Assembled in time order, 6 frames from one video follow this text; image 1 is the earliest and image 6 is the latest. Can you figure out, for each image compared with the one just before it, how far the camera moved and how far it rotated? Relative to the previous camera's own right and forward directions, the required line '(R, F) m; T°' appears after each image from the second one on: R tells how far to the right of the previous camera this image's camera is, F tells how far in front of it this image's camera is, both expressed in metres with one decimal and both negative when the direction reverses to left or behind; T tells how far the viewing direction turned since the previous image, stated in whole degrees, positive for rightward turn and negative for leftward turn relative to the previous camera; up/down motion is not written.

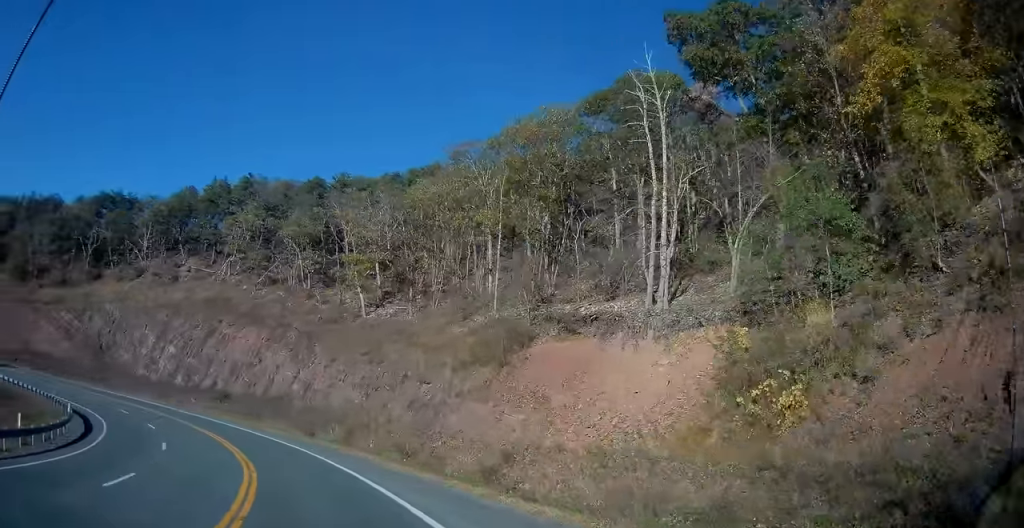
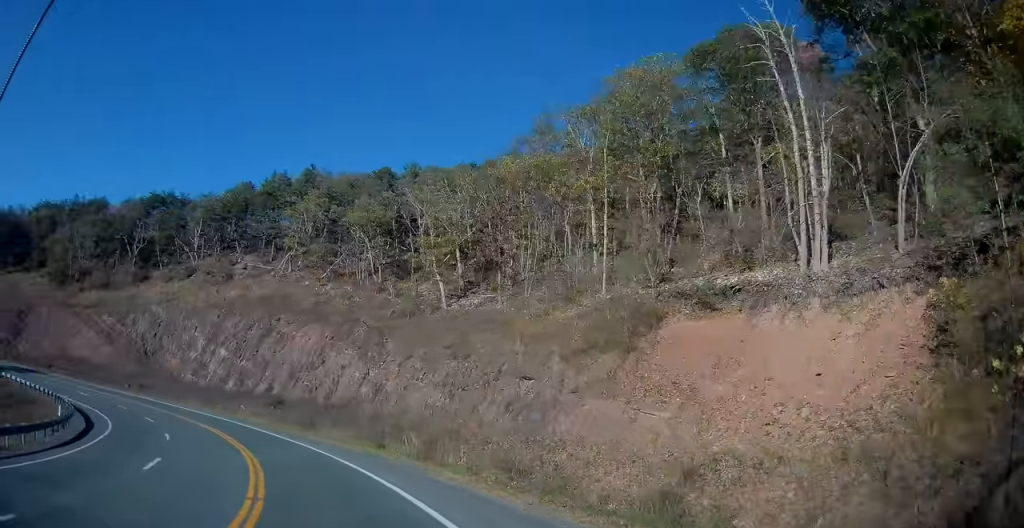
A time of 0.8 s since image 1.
(+0.1, +9.5) m; -5°
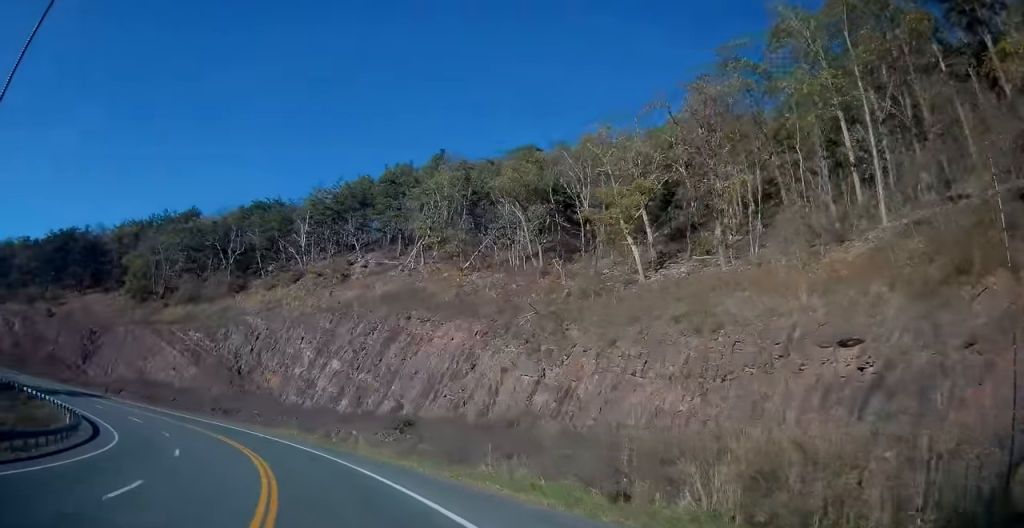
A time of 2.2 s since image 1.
(-2.6, +17.5) m; -15°
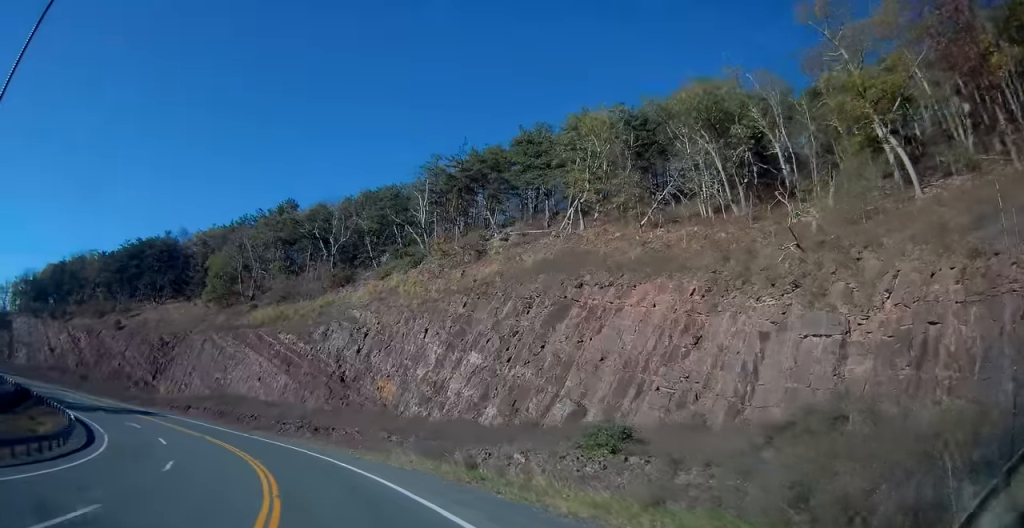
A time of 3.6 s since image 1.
(-2.1, +16.9) m; -14°
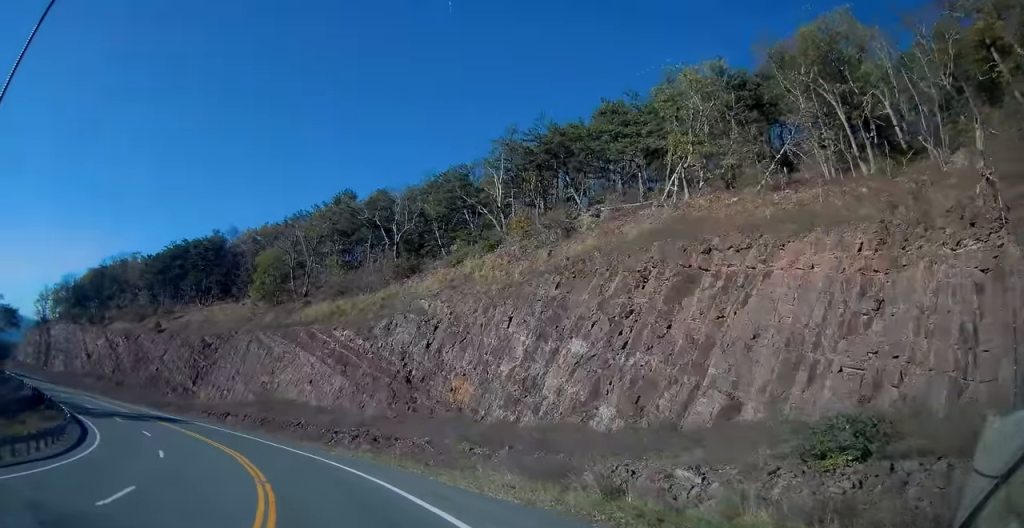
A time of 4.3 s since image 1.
(-0.5, +8.7) m; -8°
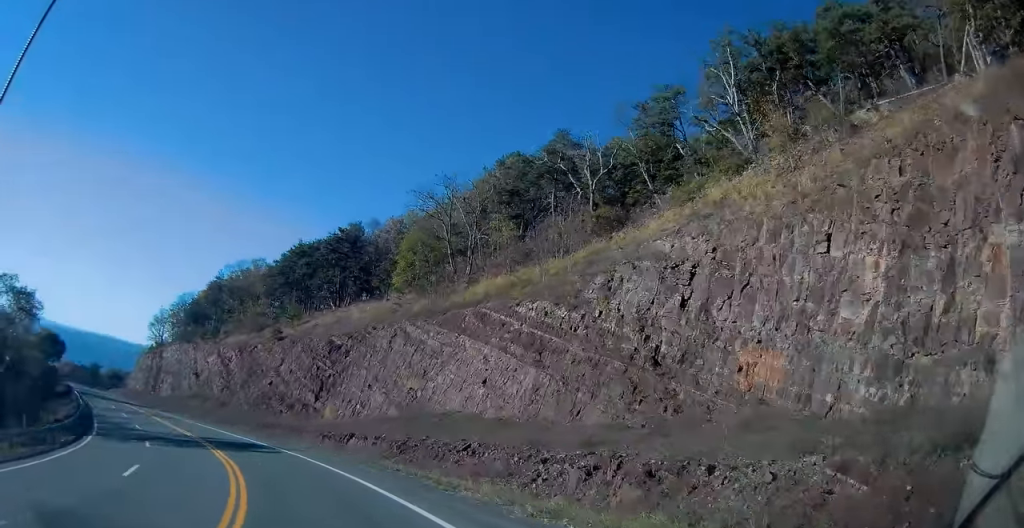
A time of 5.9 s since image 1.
(-3.1, +19.4) m; -15°
